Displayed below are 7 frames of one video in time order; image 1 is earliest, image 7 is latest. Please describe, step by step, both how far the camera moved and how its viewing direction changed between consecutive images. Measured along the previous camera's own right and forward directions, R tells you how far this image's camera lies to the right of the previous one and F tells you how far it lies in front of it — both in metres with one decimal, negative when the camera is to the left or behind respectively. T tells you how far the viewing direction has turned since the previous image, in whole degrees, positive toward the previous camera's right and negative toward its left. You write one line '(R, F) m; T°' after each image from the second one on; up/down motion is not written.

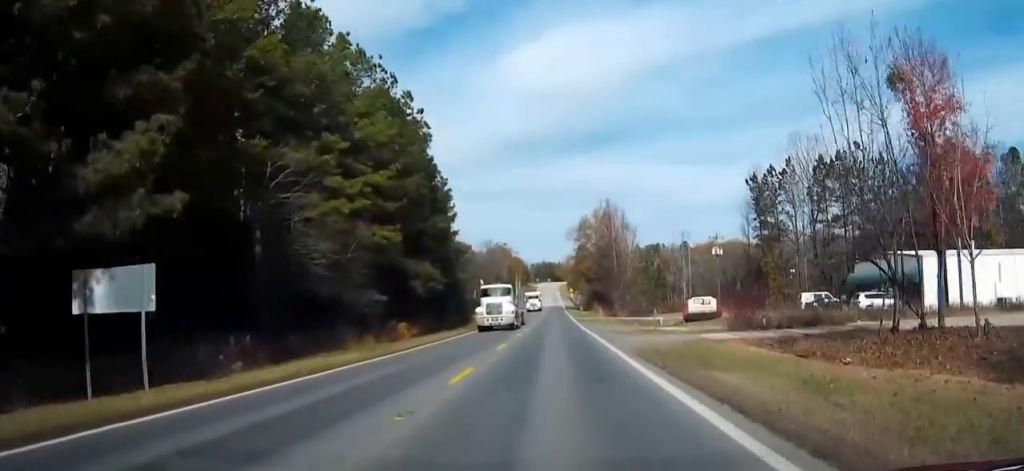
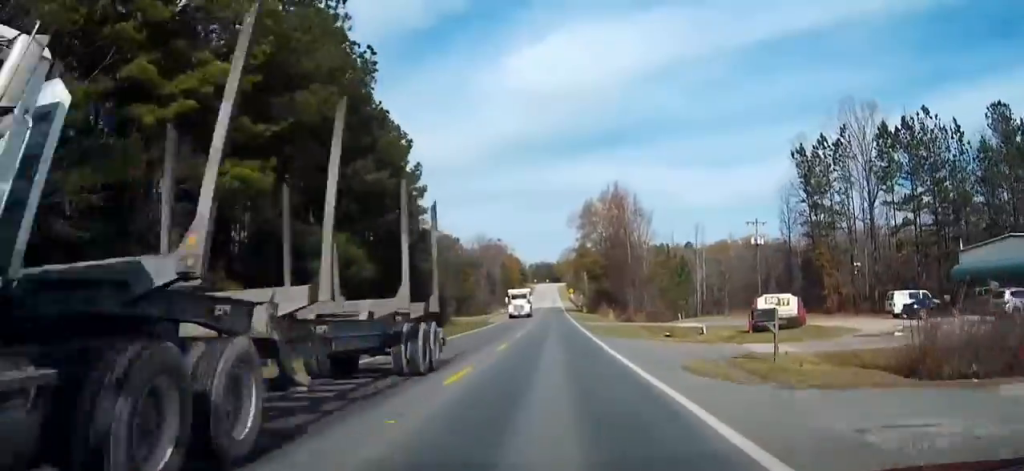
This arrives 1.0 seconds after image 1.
(-0.1, +21.7) m; 0°
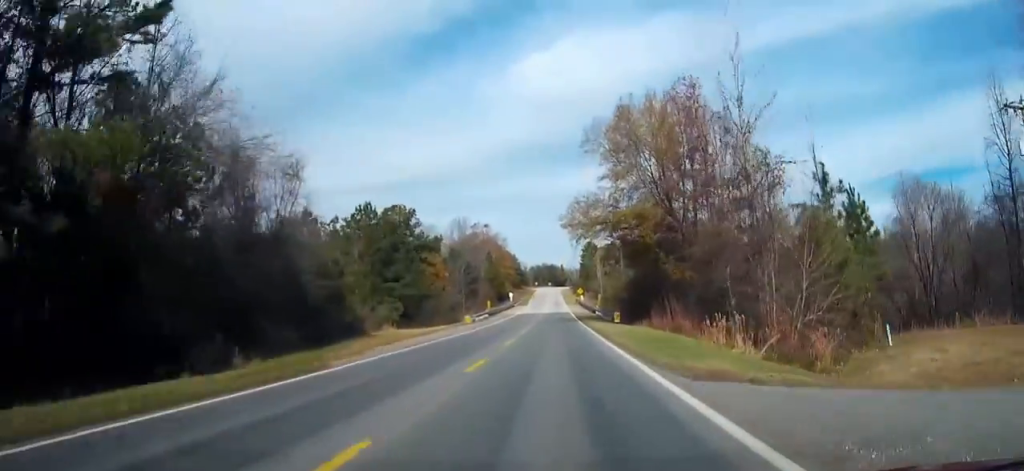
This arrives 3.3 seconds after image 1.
(+0.1, +53.2) m; 0°
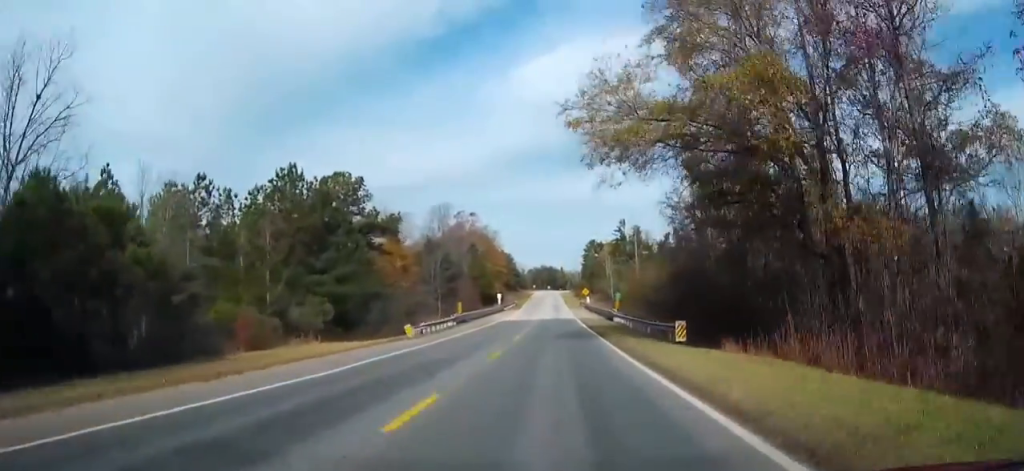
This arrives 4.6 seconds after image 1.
(0.0, +28.6) m; 0°
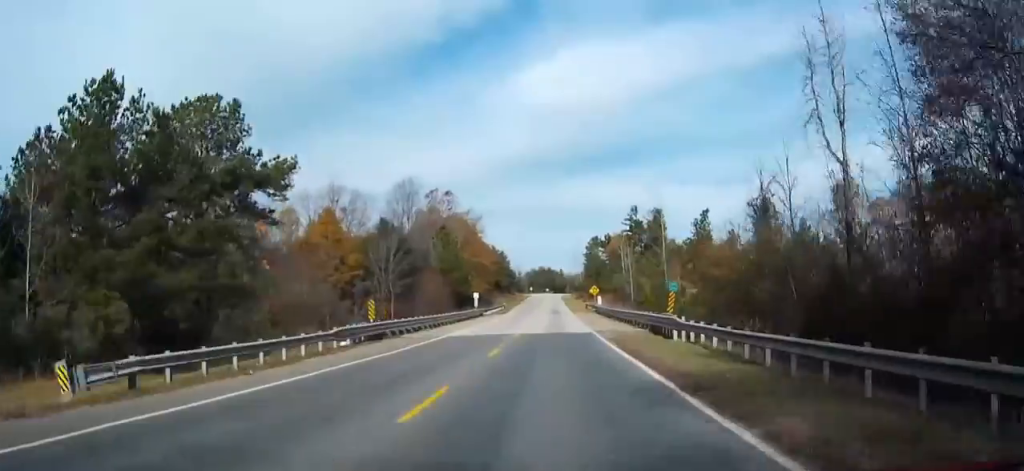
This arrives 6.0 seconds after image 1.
(-0.2, +31.8) m; 0°
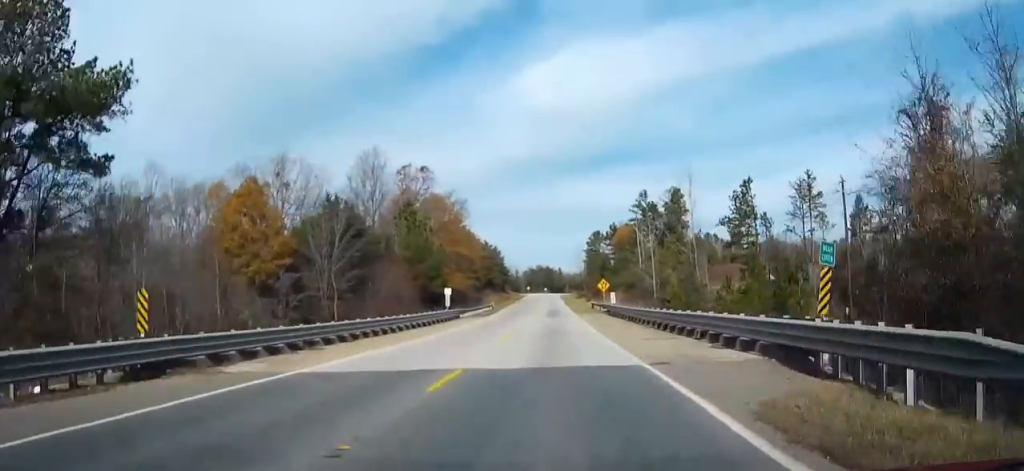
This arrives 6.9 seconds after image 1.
(+0.1, +20.6) m; 0°
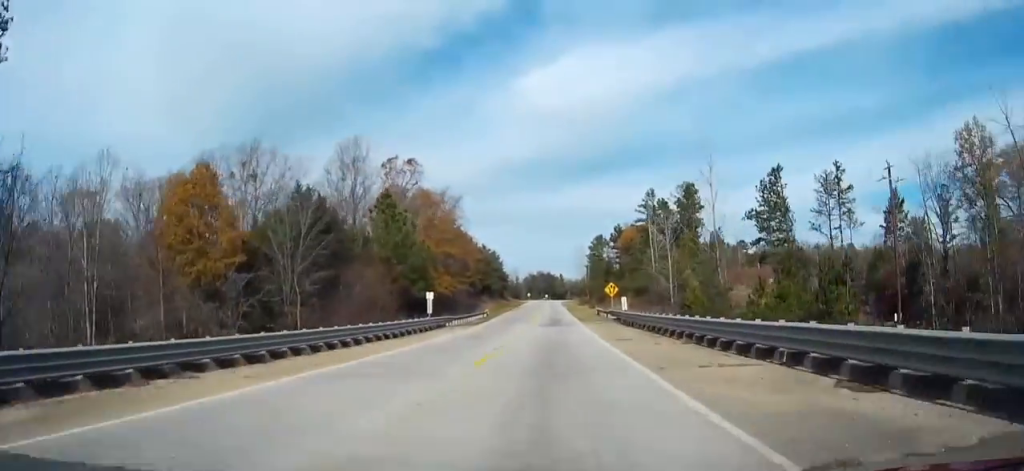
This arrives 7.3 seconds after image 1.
(0.0, +9.2) m; 0°
